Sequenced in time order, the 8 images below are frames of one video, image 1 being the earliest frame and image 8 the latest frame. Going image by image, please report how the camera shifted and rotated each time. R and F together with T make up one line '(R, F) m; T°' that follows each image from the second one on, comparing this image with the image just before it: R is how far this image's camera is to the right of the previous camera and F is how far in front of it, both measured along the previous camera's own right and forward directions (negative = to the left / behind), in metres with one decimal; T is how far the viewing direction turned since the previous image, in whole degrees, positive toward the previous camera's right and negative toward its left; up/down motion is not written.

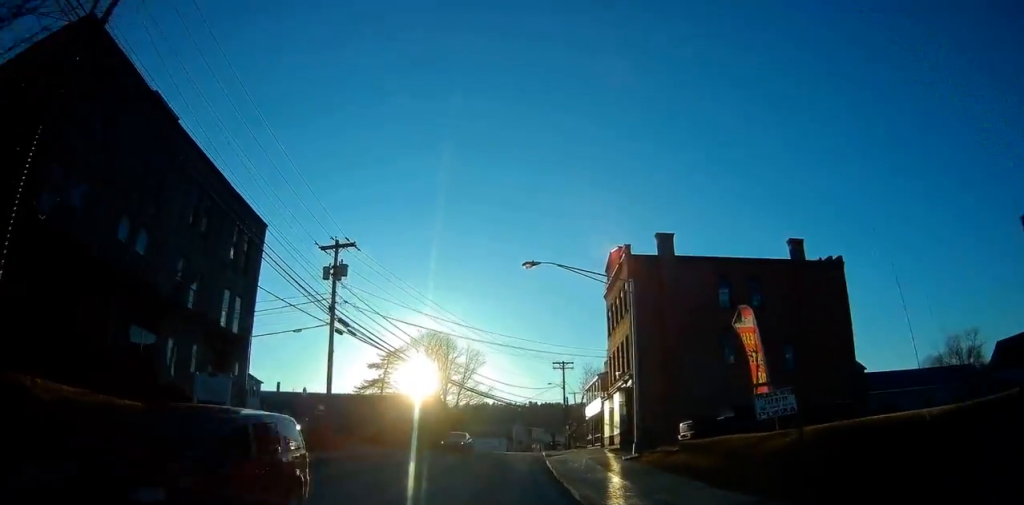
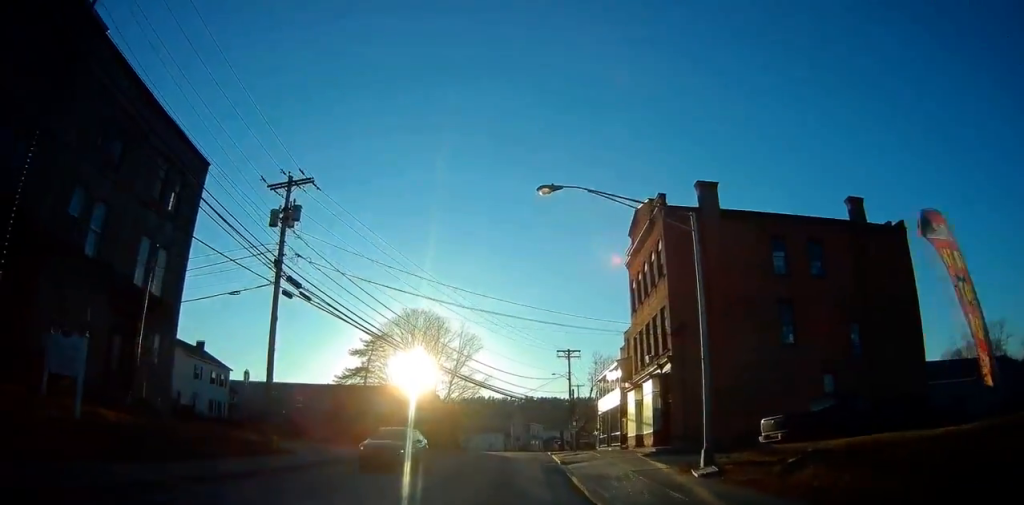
(+0.3, +9.5) m; +2°
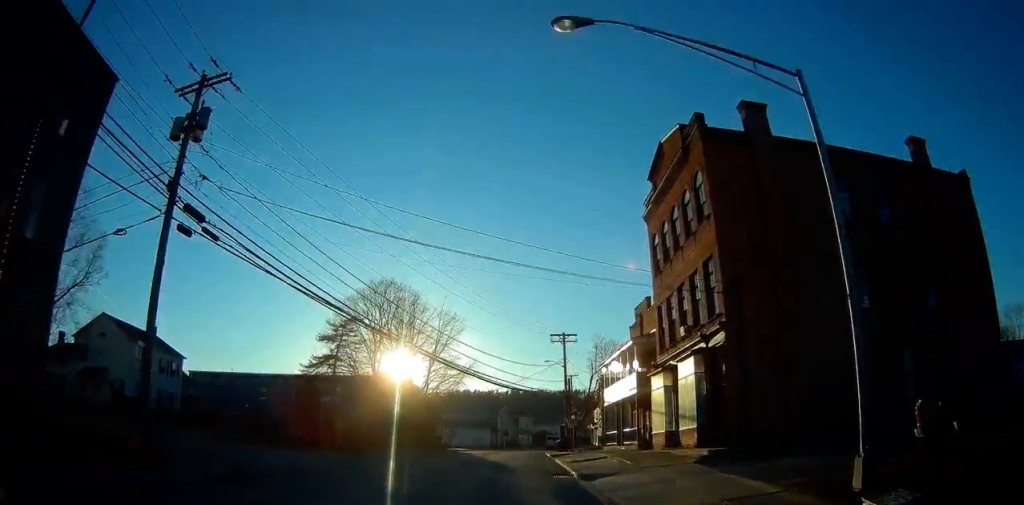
(0.0, +9.2) m; +2°
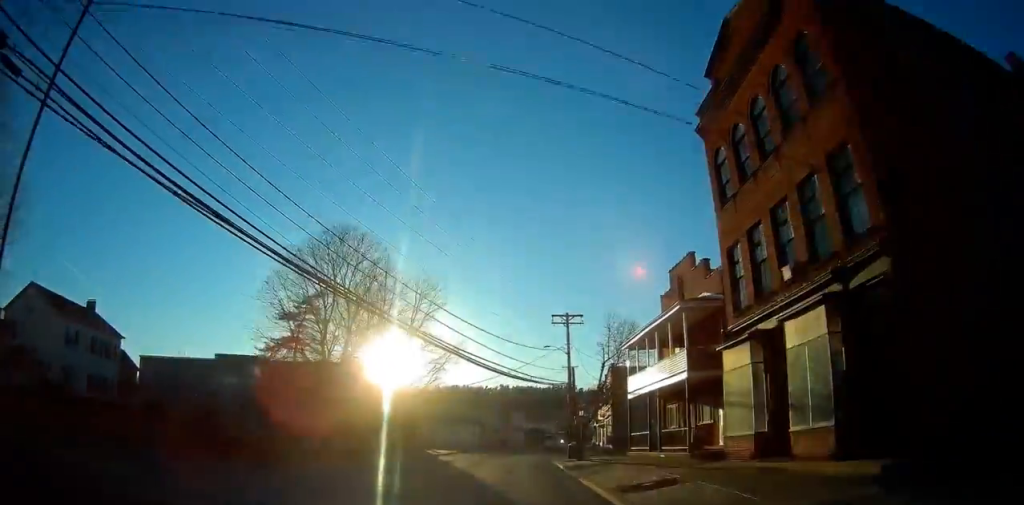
(+0.3, +10.6) m; +2°
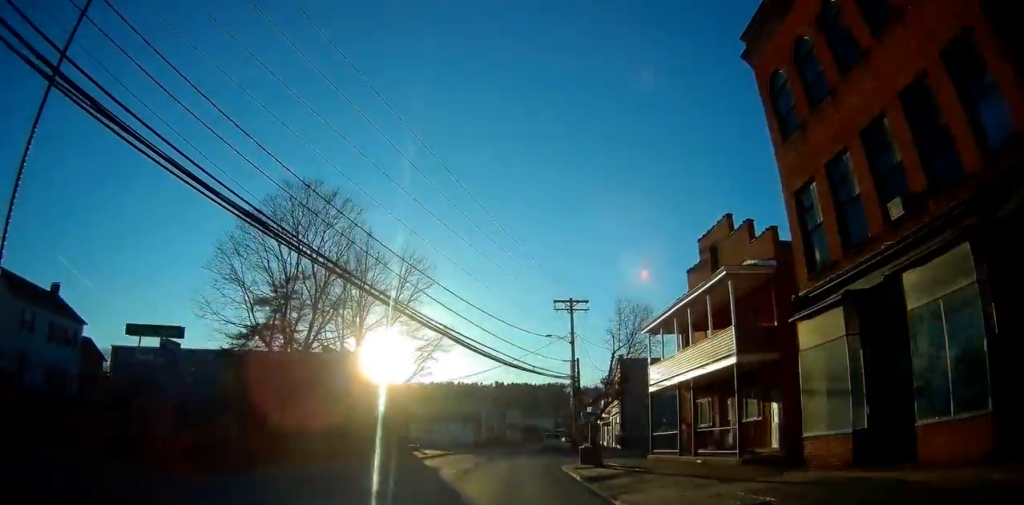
(+0.1, +5.4) m; +1°
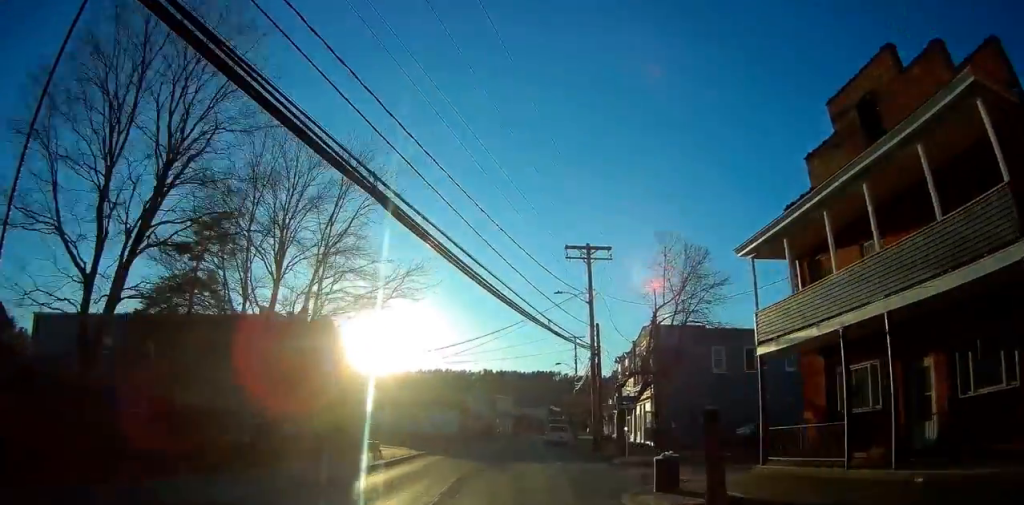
(0.0, +12.7) m; 0°
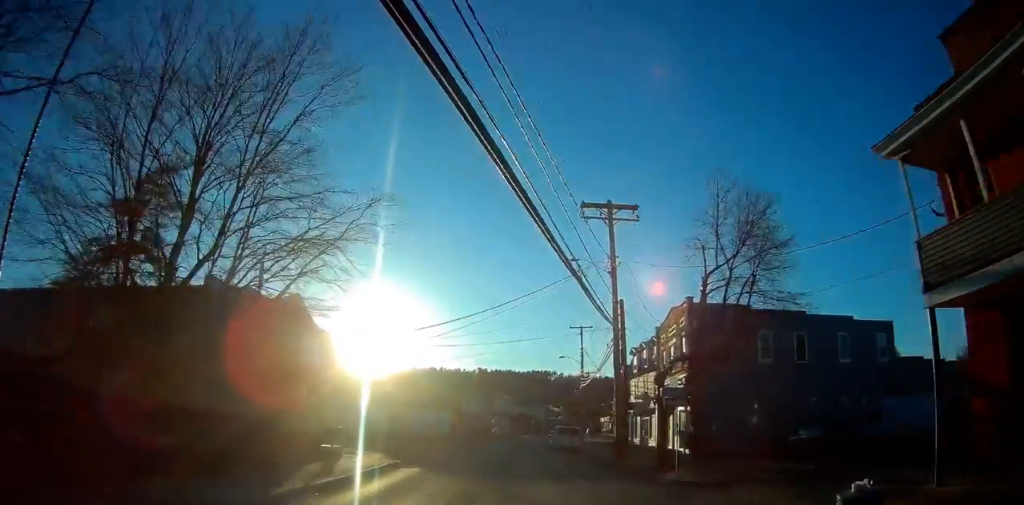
(0.0, +7.4) m; 0°
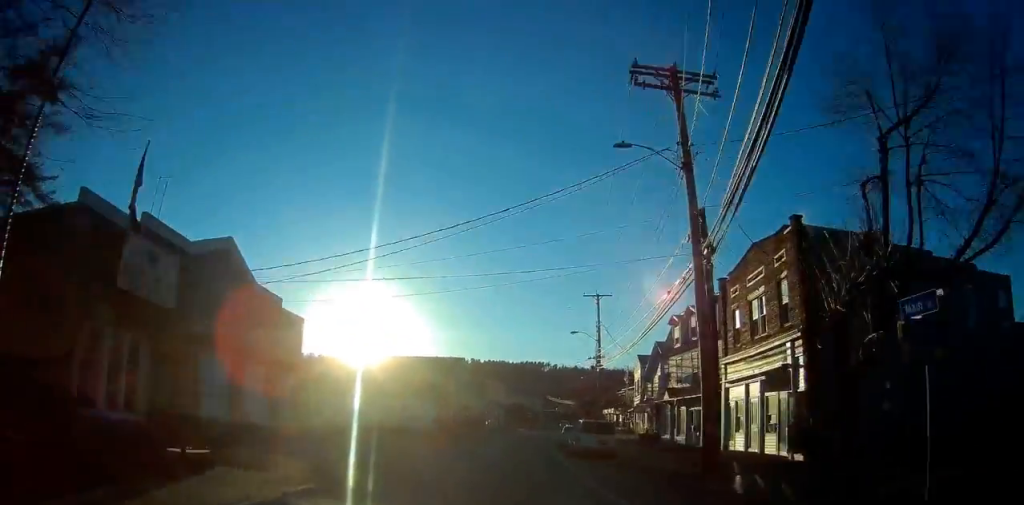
(0.0, +12.2) m; 0°
